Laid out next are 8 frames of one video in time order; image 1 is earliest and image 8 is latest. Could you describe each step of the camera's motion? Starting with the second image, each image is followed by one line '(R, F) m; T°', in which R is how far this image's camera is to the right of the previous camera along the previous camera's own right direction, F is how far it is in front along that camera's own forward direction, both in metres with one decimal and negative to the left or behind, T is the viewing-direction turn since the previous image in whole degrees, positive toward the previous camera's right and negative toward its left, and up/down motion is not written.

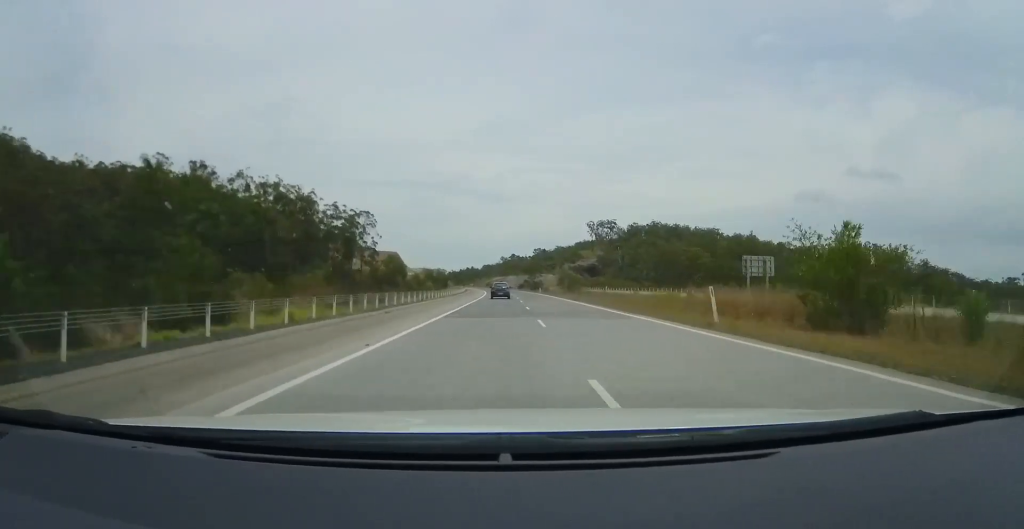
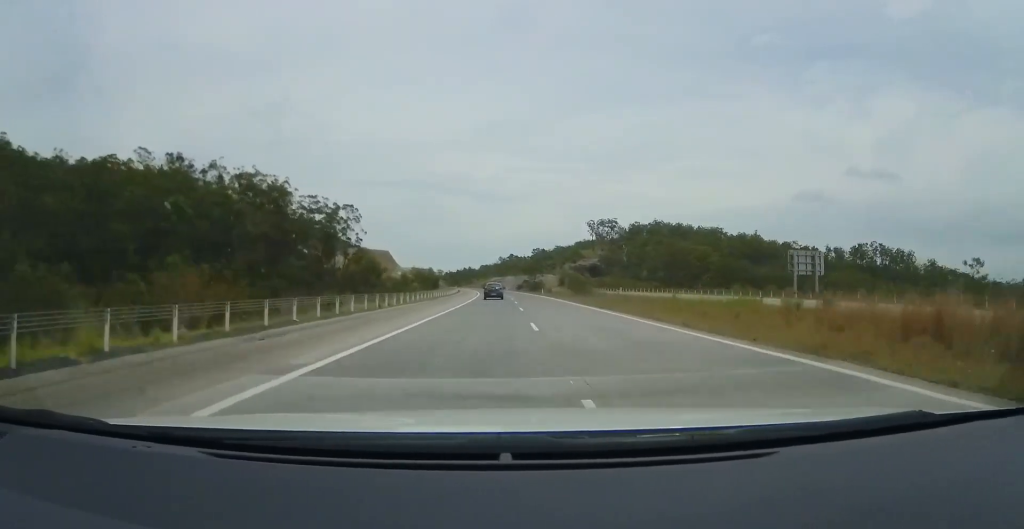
(0.0, +13.4) m; 0°
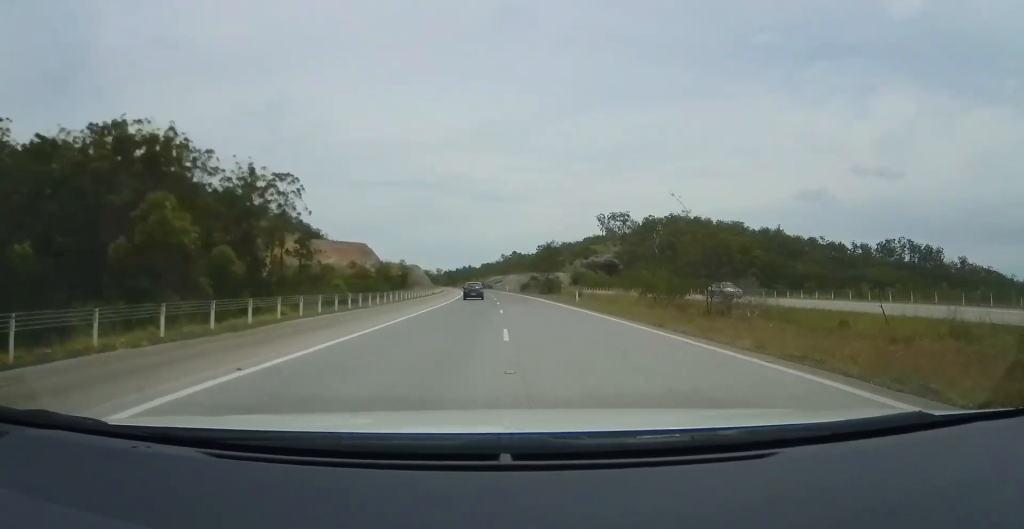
(-0.3, +38.9) m; 0°
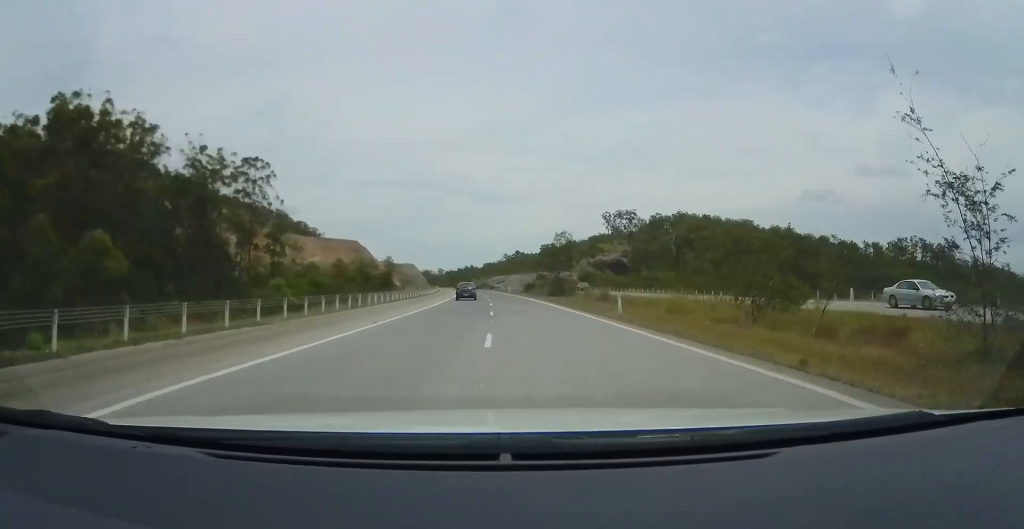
(-0.1, +13.3) m; 0°
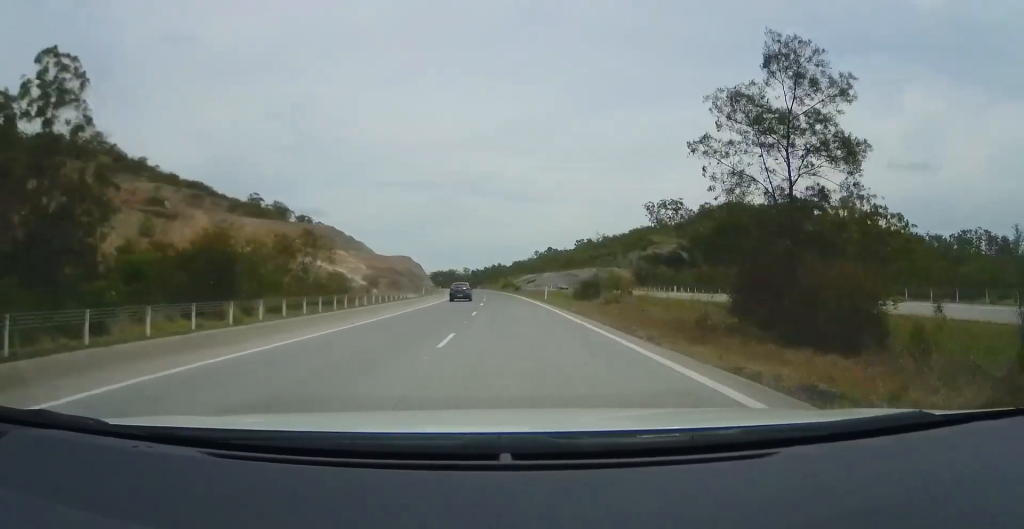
(0.0, +47.2) m; -2°
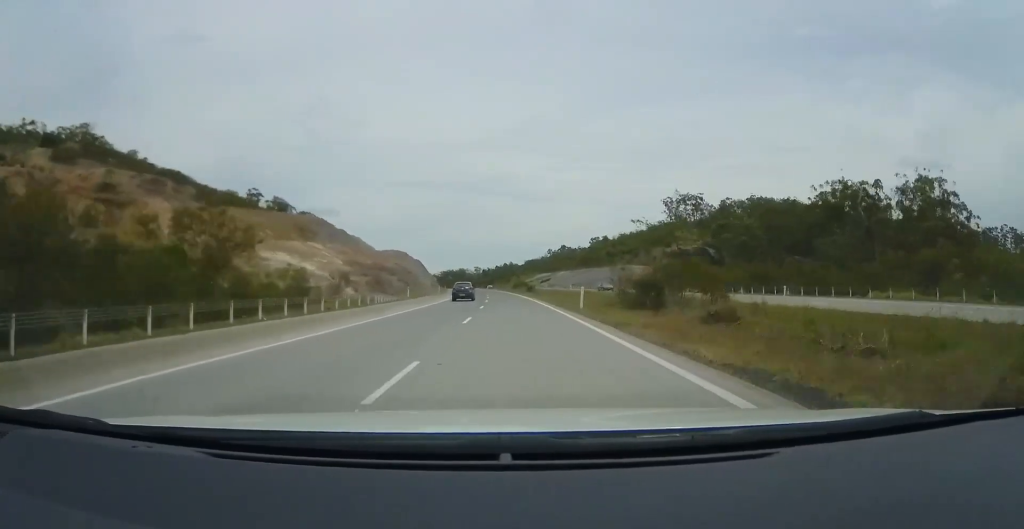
(-0.2, +16.8) m; -2°
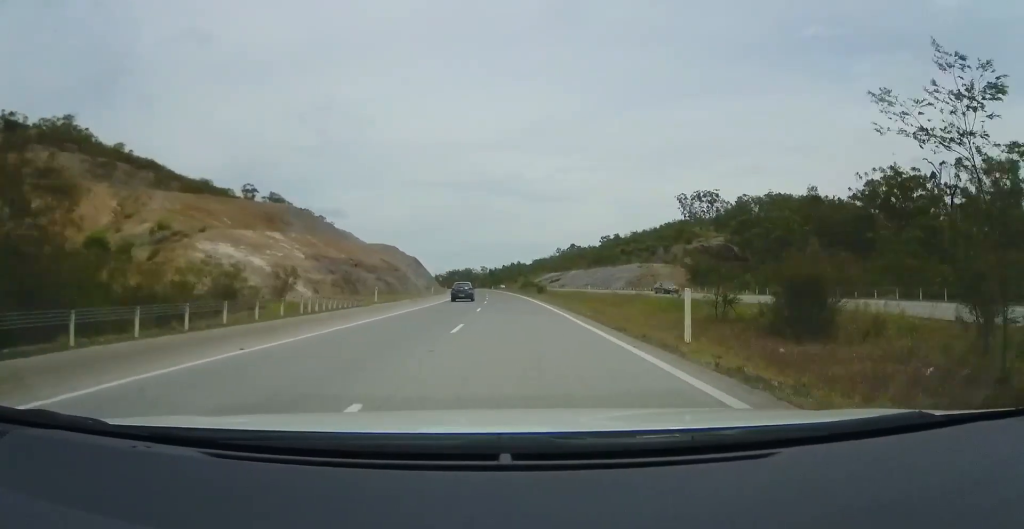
(-0.6, +15.6) m; -1°
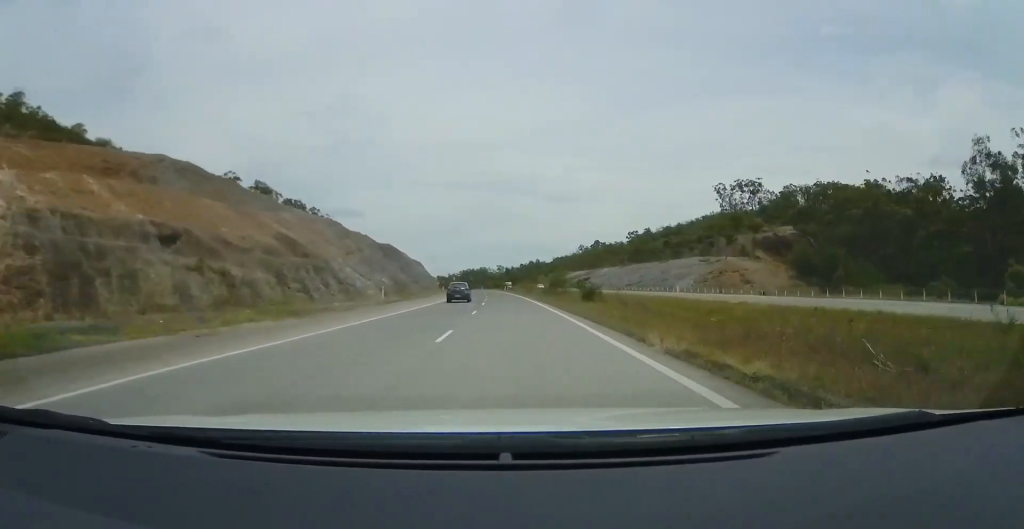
(-0.5, +37.1) m; -2°
